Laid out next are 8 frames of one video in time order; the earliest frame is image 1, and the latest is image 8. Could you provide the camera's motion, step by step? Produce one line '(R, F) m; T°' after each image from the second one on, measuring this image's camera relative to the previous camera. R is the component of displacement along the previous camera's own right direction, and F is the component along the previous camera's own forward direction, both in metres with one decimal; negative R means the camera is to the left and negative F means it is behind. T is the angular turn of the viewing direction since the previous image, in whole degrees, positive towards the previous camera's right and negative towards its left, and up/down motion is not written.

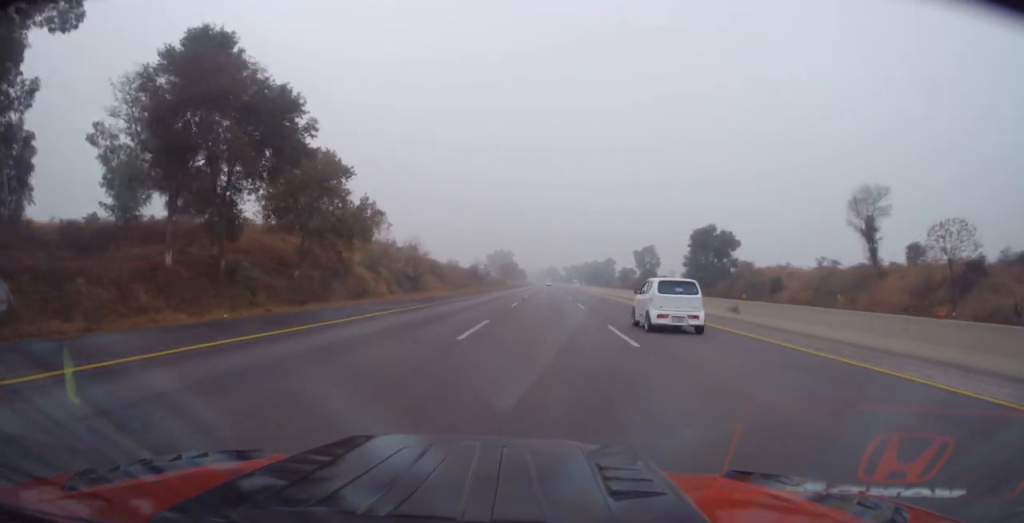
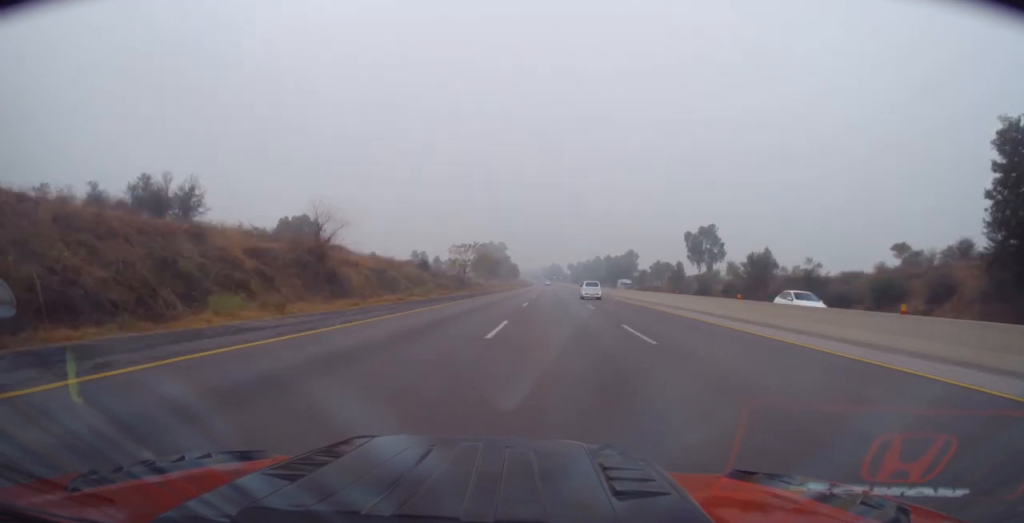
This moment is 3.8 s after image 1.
(-1.4, +88.4) m; -1°
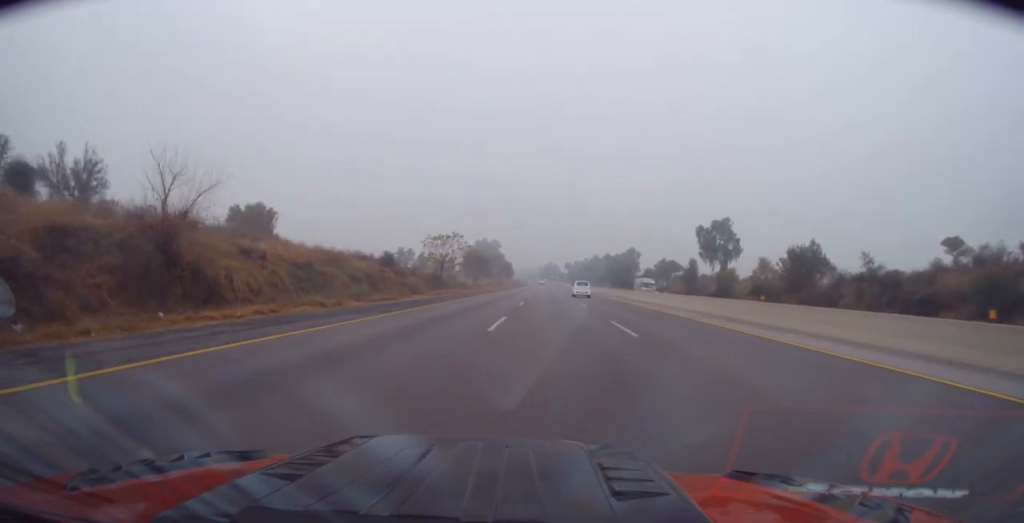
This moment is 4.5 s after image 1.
(0.0, +16.3) m; 0°
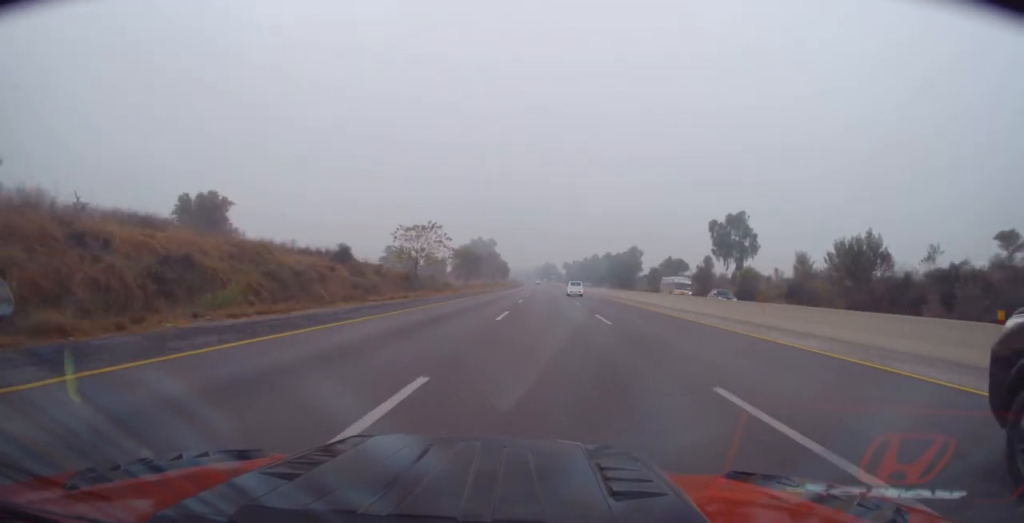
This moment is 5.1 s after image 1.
(0.0, +13.2) m; 0°
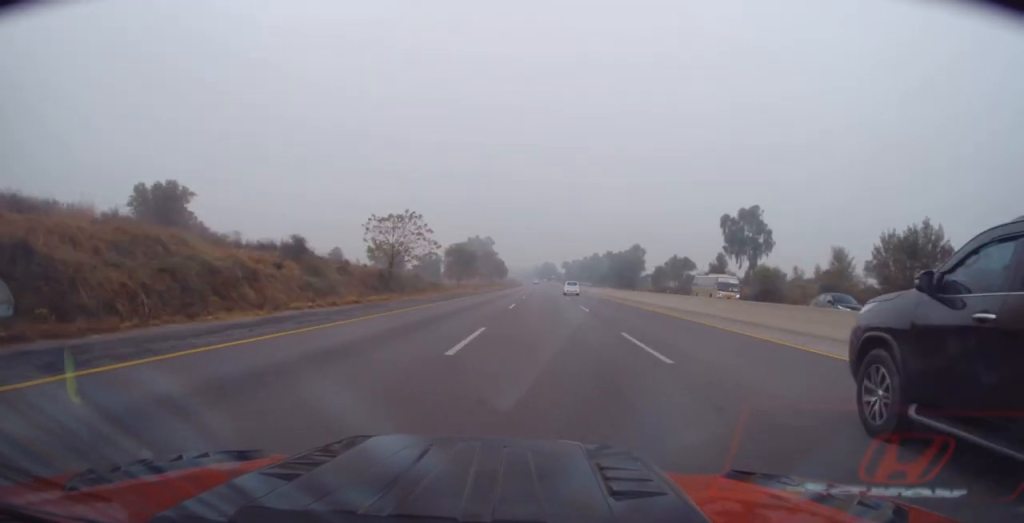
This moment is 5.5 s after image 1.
(+0.1, +9.4) m; +1°
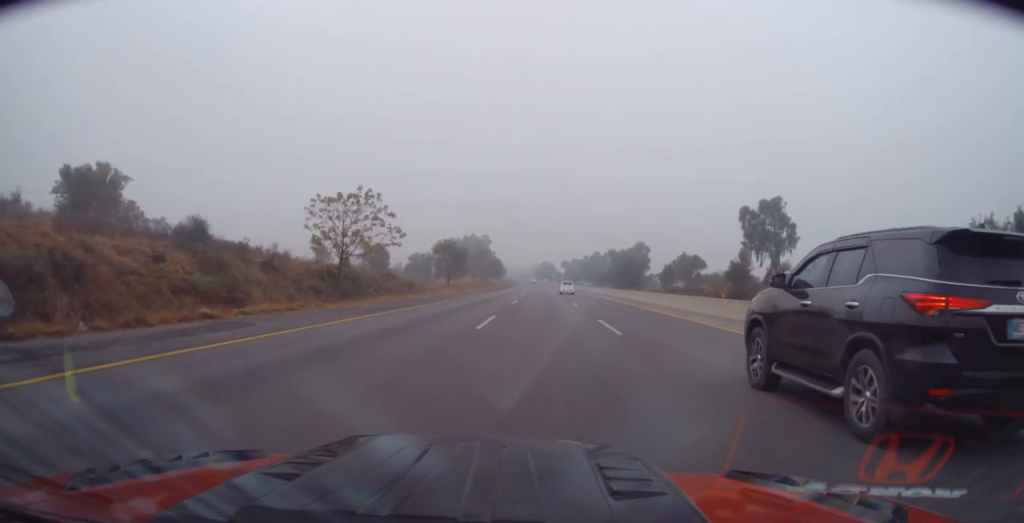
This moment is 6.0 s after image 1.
(0.0, +12.5) m; +1°
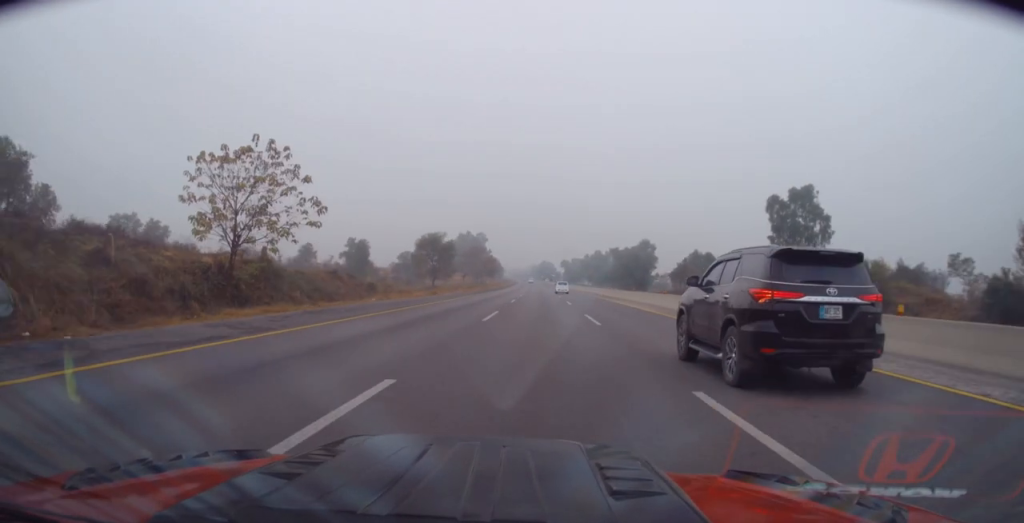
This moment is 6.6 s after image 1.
(+0.3, +14.1) m; 0°
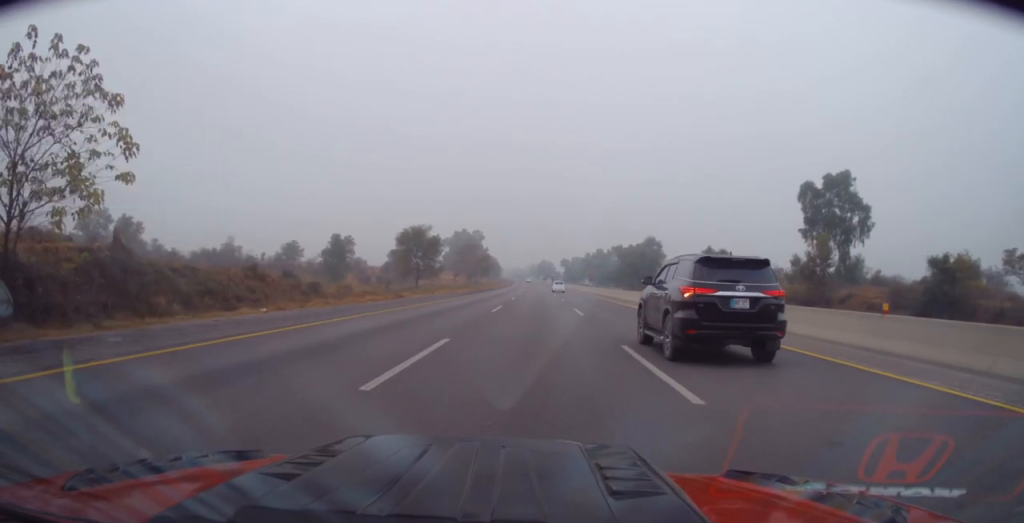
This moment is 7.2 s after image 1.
(+0.2, +12.6) m; 0°
